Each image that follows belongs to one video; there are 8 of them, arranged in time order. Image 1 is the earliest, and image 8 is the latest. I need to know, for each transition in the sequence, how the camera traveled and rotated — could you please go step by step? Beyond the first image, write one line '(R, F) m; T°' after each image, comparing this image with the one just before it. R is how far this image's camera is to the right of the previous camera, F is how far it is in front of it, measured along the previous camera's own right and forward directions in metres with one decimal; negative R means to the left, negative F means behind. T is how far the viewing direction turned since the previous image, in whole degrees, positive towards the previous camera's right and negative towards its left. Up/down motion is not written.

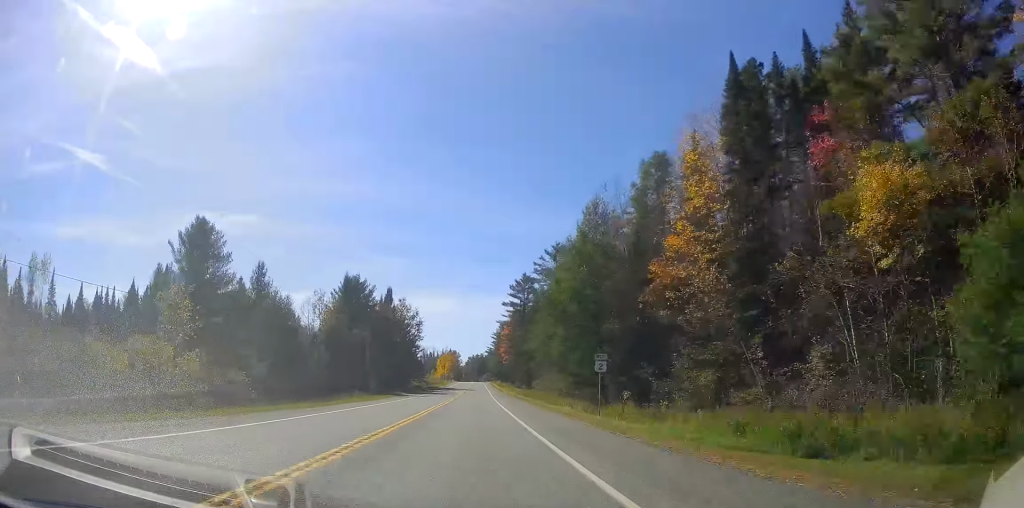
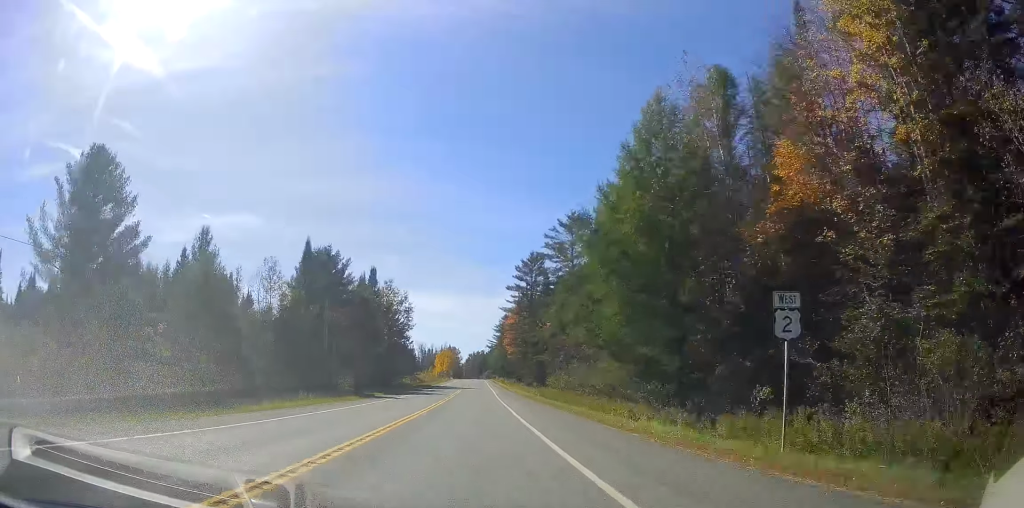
(0.0, +16.9) m; 0°
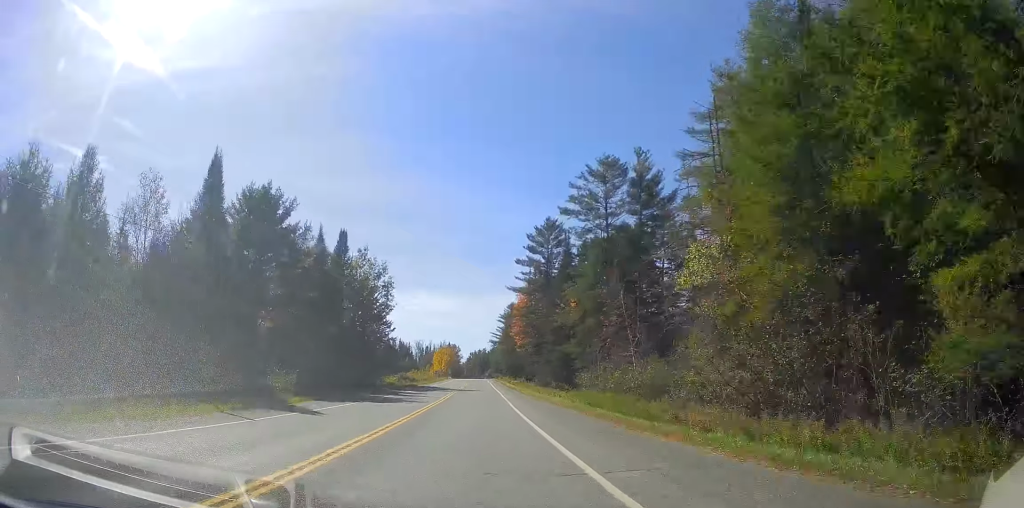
(-0.1, +21.7) m; -1°
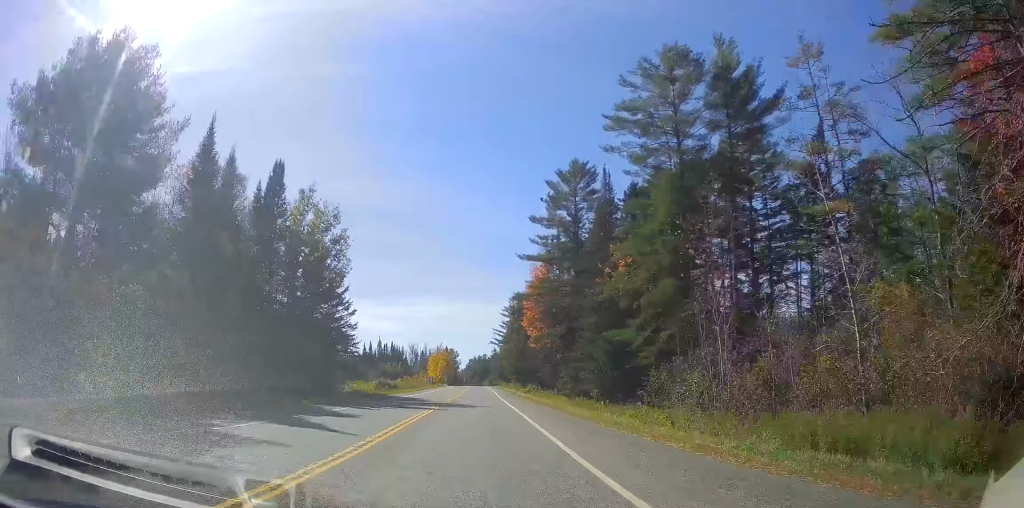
(-0.3, +23.8) m; +1°
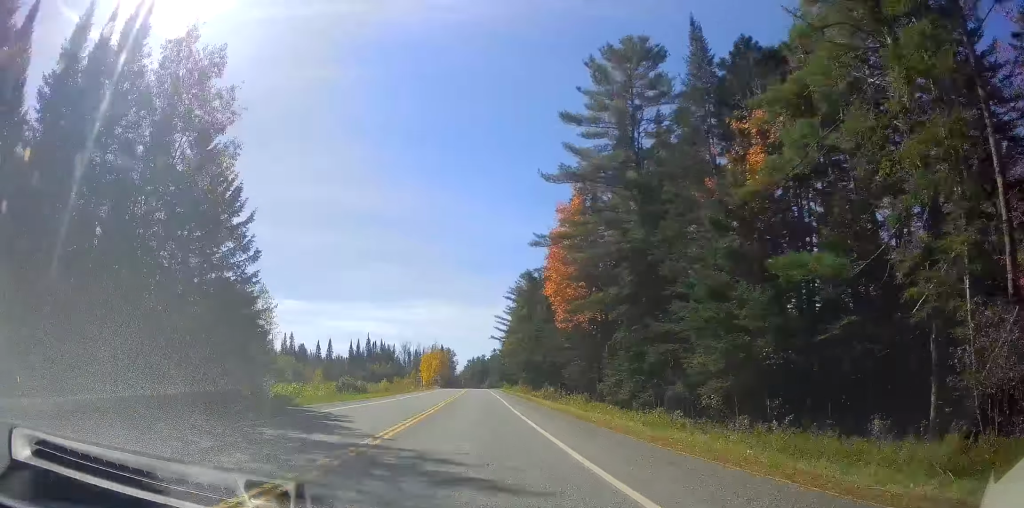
(+0.3, +22.9) m; +1°
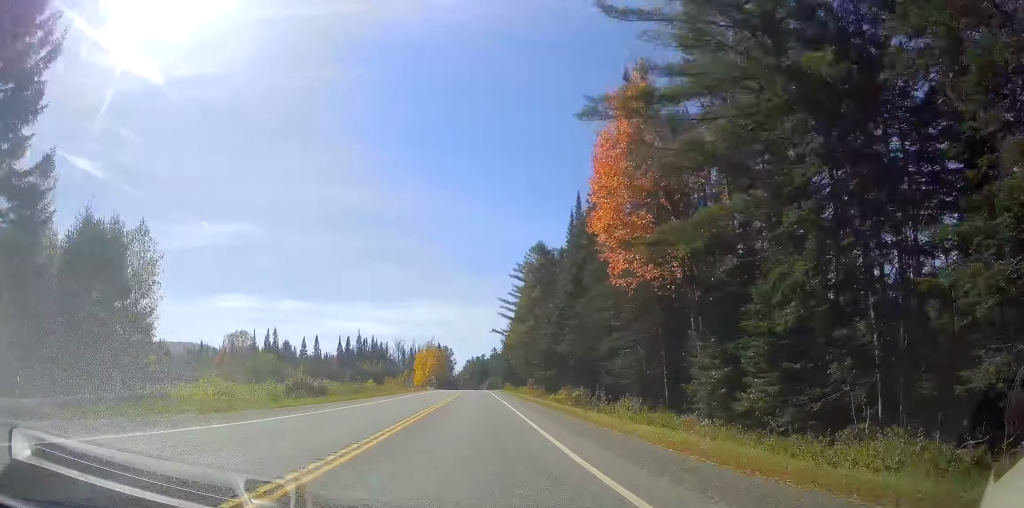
(+0.1, +17.2) m; 0°
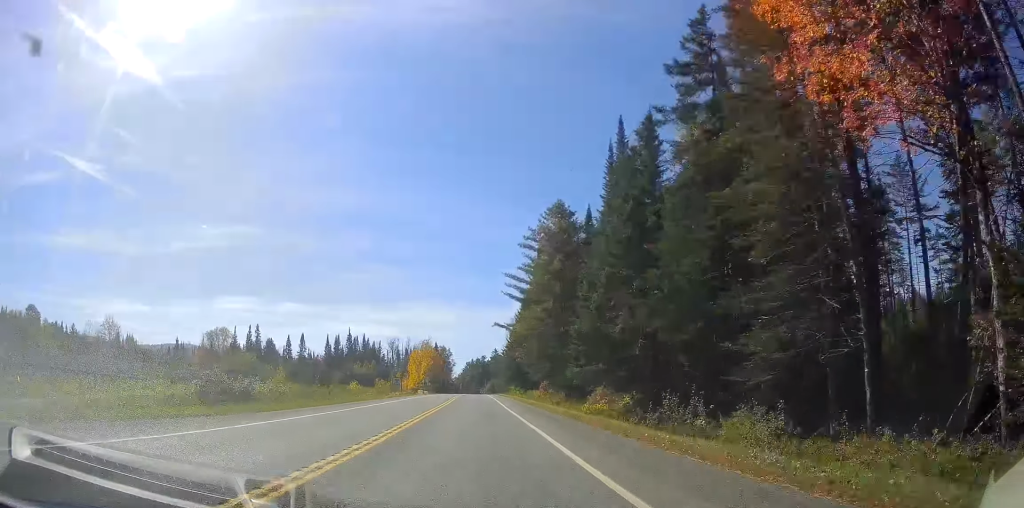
(0.0, +16.2) m; -1°
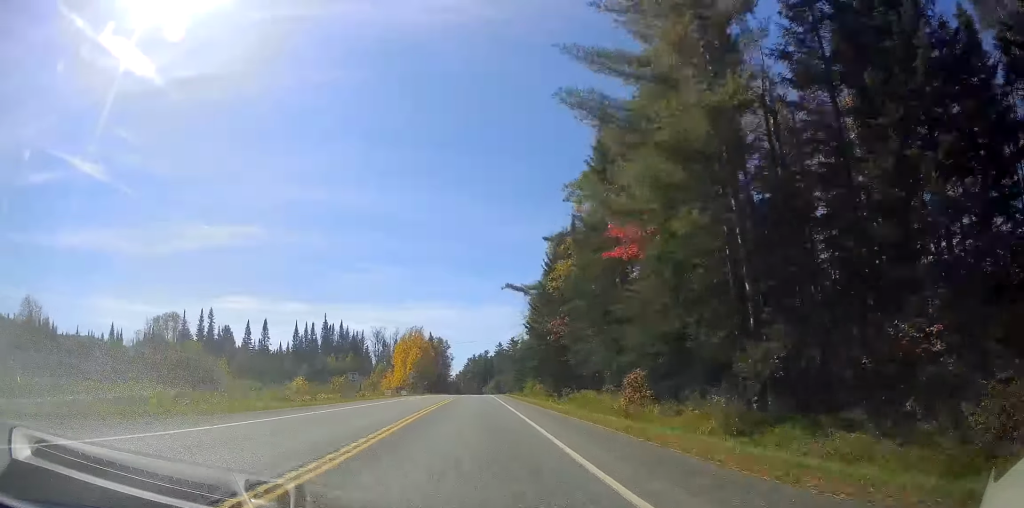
(-0.6, +34.4) m; 0°
